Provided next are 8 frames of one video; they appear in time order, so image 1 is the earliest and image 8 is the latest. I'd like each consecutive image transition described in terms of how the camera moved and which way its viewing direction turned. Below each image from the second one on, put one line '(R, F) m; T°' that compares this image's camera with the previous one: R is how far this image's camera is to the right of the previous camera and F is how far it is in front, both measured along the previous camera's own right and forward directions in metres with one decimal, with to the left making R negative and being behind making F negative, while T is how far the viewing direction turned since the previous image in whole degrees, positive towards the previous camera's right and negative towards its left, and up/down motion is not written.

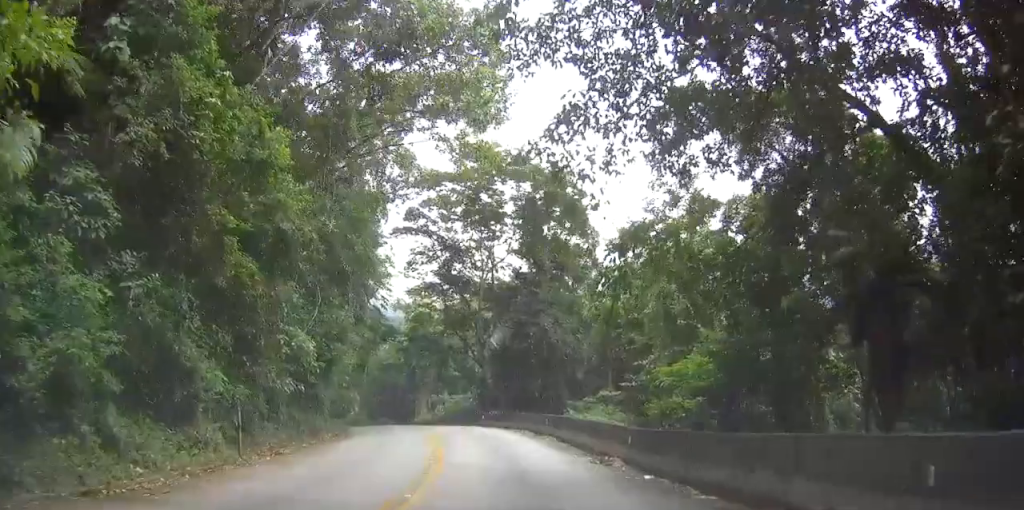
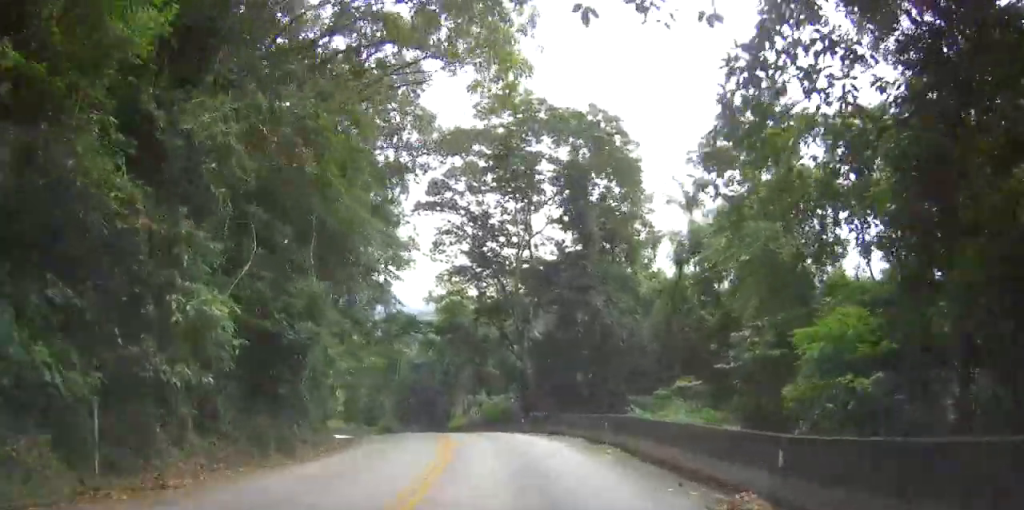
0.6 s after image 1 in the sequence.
(-0.2, +8.7) m; -2°
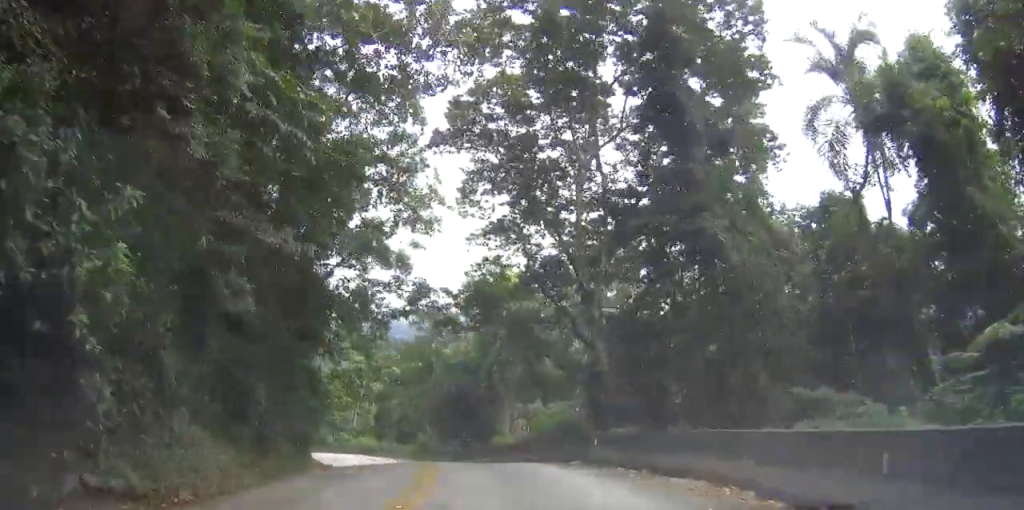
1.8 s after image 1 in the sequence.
(-0.5, +15.6) m; -8°
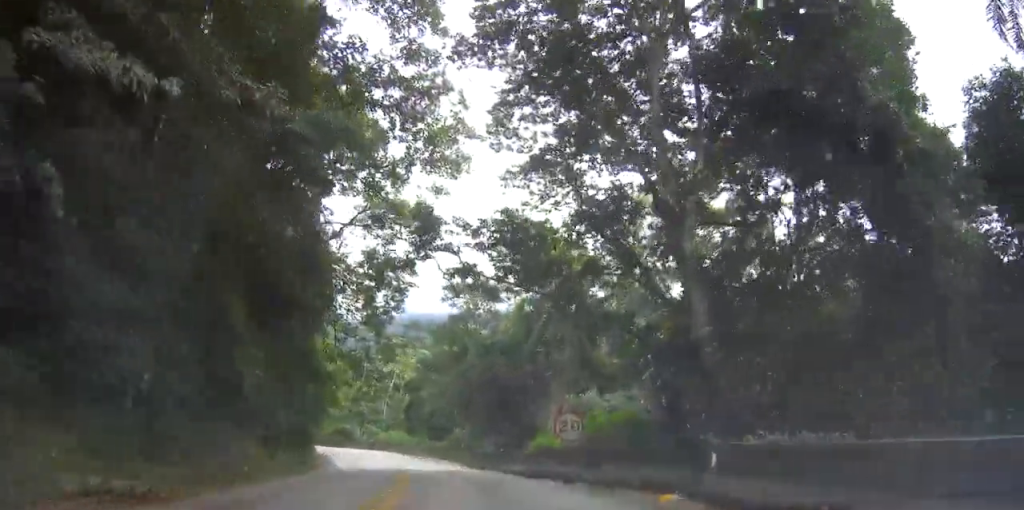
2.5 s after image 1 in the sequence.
(-0.3, +9.0) m; -8°
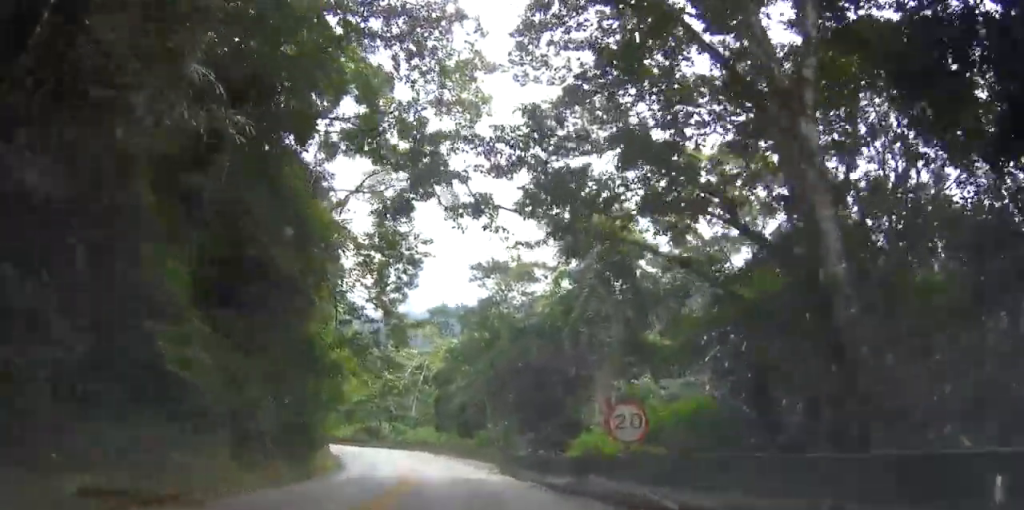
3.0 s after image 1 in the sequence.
(-0.6, +5.7) m; -3°
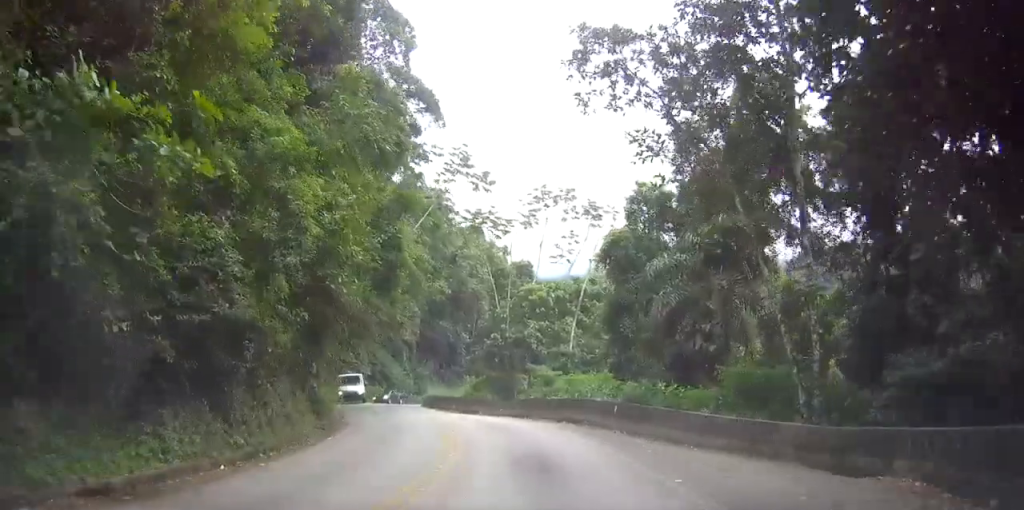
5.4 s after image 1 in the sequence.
(-5.3, +30.7) m; -20°
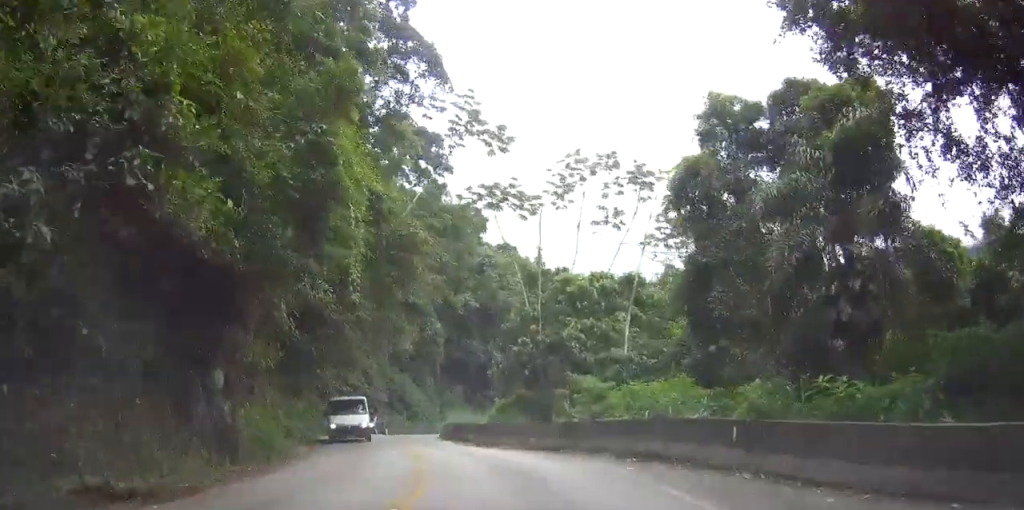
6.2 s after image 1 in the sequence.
(-0.2, +9.6) m; -1°
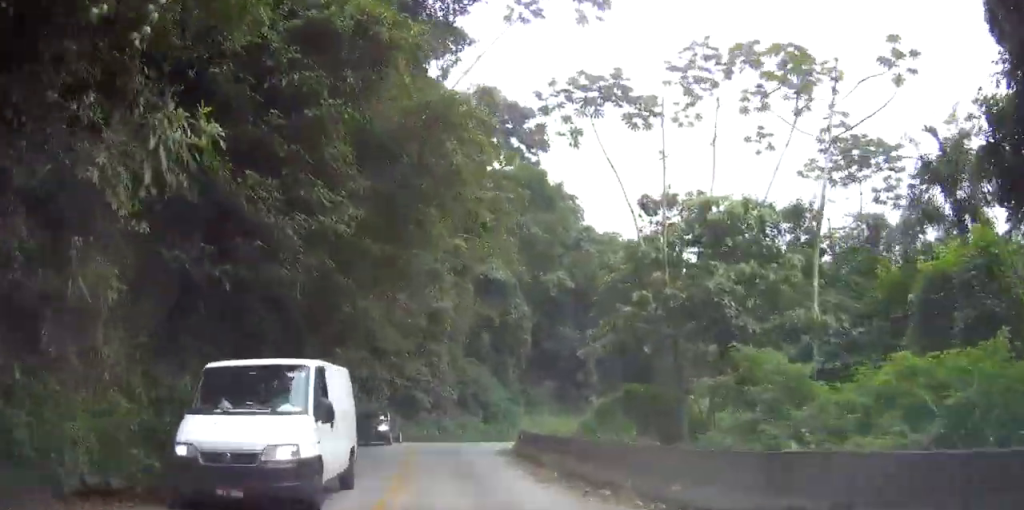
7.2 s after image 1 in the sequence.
(0.0, +11.7) m; +3°
